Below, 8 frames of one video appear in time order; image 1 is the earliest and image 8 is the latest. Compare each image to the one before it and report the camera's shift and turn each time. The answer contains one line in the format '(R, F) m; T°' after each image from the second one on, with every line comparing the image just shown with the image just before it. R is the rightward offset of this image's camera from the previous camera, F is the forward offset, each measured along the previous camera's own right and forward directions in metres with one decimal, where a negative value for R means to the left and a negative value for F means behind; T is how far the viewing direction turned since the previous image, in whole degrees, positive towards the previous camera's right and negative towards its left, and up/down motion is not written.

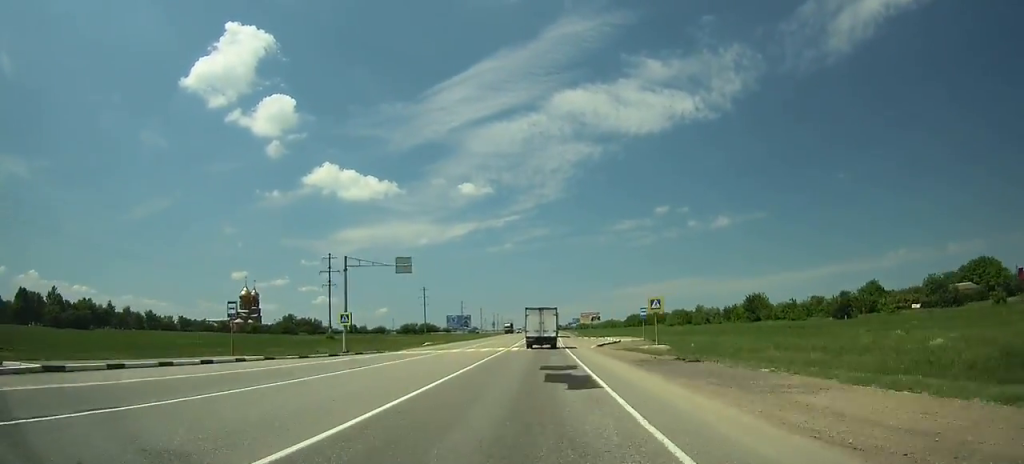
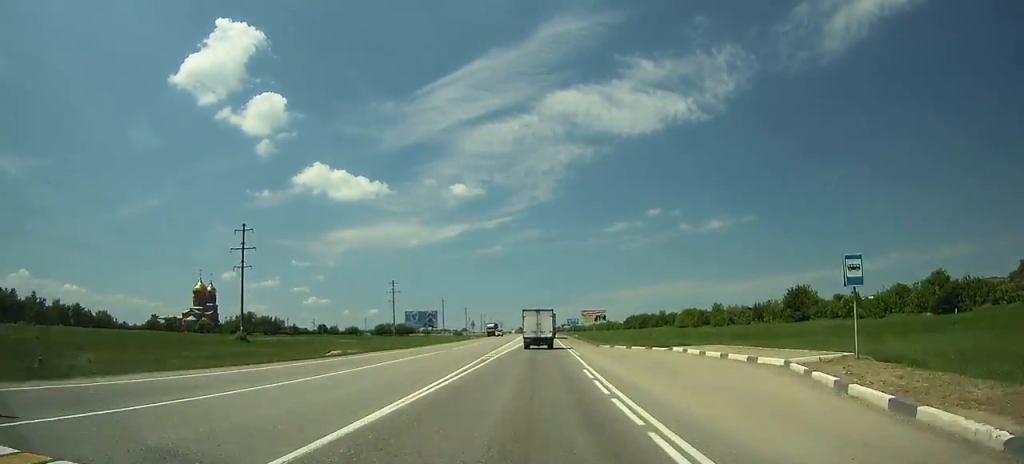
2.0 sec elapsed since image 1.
(0.0, +37.7) m; +1°
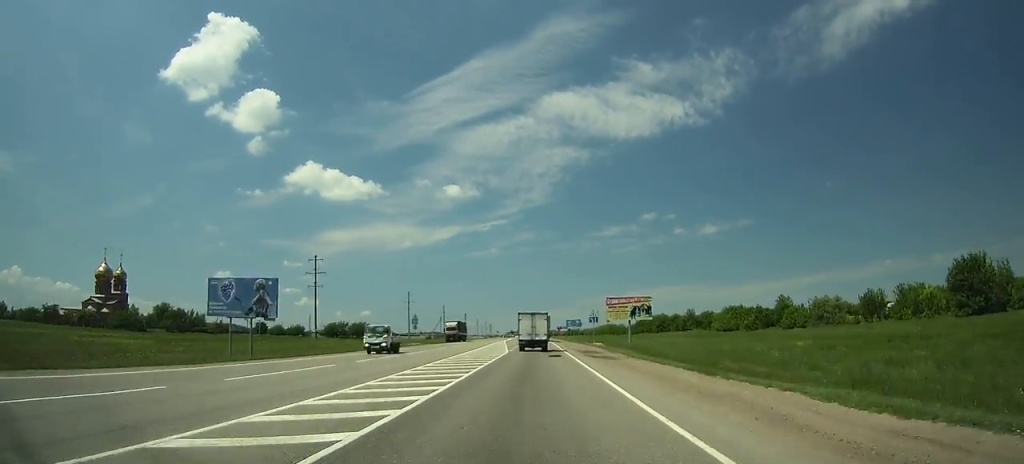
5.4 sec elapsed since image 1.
(+0.9, +66.1) m; +1°
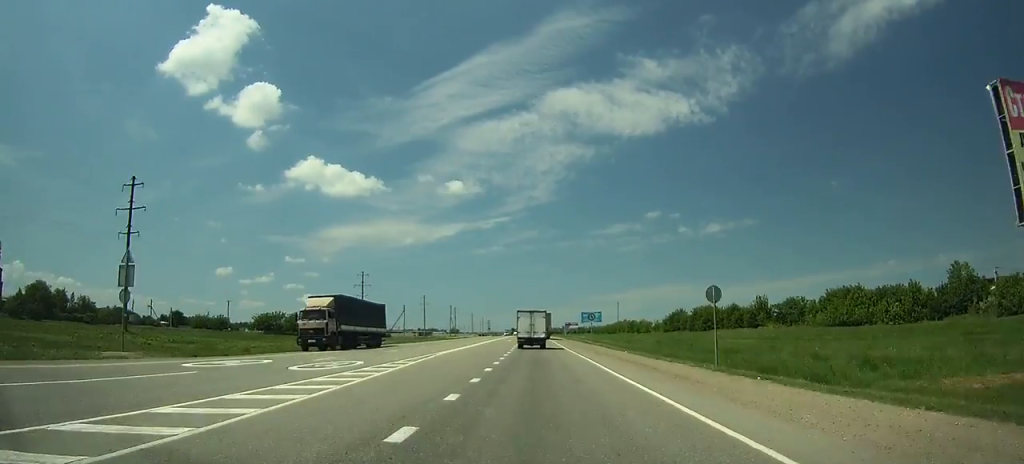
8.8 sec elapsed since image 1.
(+0.2, +67.6) m; 0°
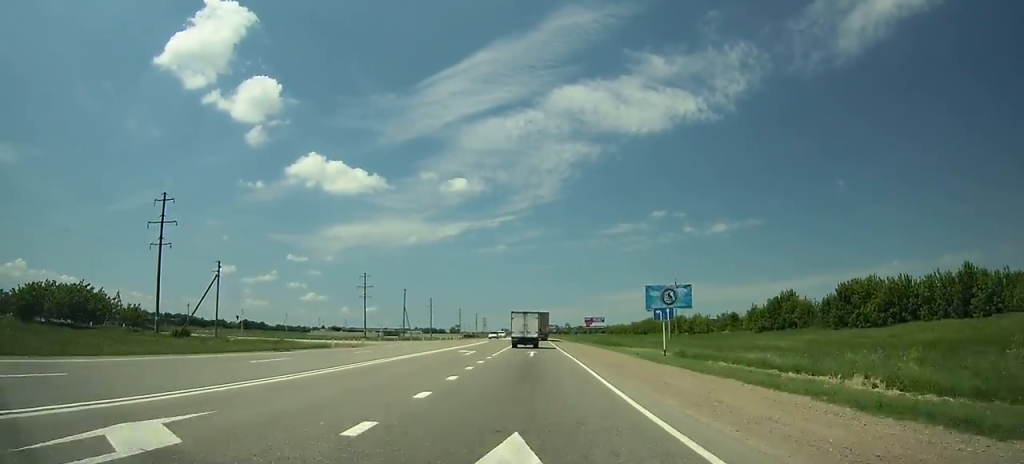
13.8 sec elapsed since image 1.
(0.0, +101.5) m; 0°
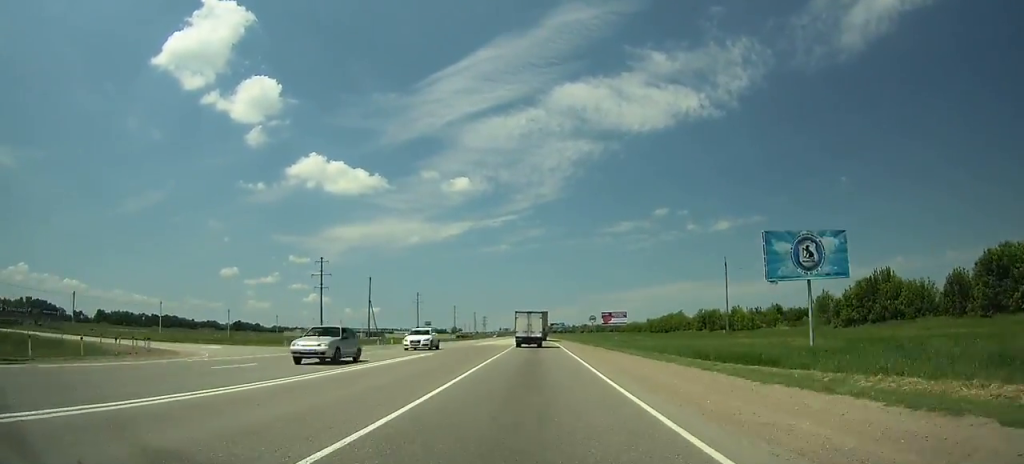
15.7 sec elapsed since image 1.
(-0.1, +39.1) m; 0°
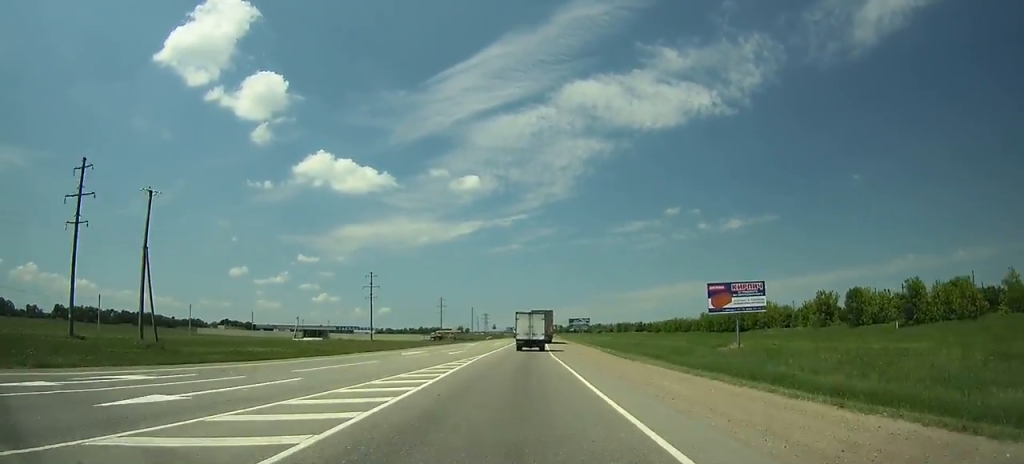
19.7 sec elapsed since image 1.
(-0.2, +82.3) m; -1°
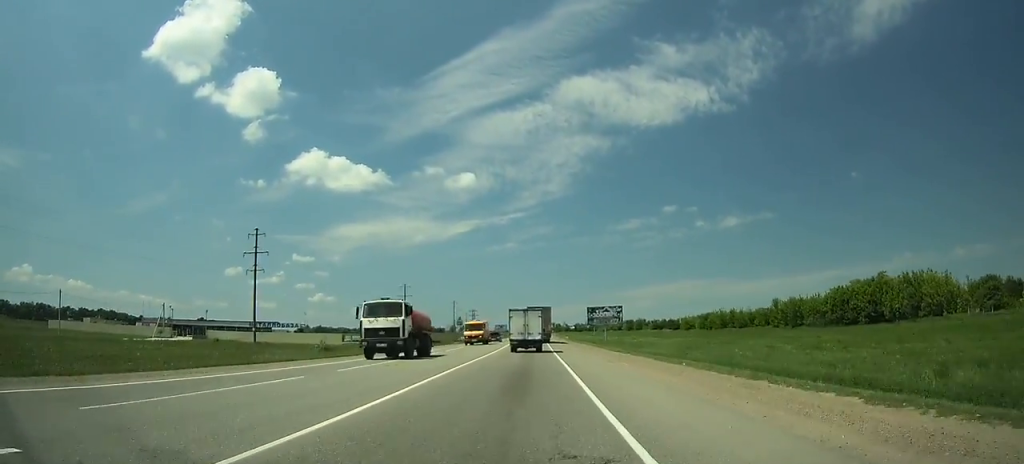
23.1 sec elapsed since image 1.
(-0.8, +69.1) m; 0°
